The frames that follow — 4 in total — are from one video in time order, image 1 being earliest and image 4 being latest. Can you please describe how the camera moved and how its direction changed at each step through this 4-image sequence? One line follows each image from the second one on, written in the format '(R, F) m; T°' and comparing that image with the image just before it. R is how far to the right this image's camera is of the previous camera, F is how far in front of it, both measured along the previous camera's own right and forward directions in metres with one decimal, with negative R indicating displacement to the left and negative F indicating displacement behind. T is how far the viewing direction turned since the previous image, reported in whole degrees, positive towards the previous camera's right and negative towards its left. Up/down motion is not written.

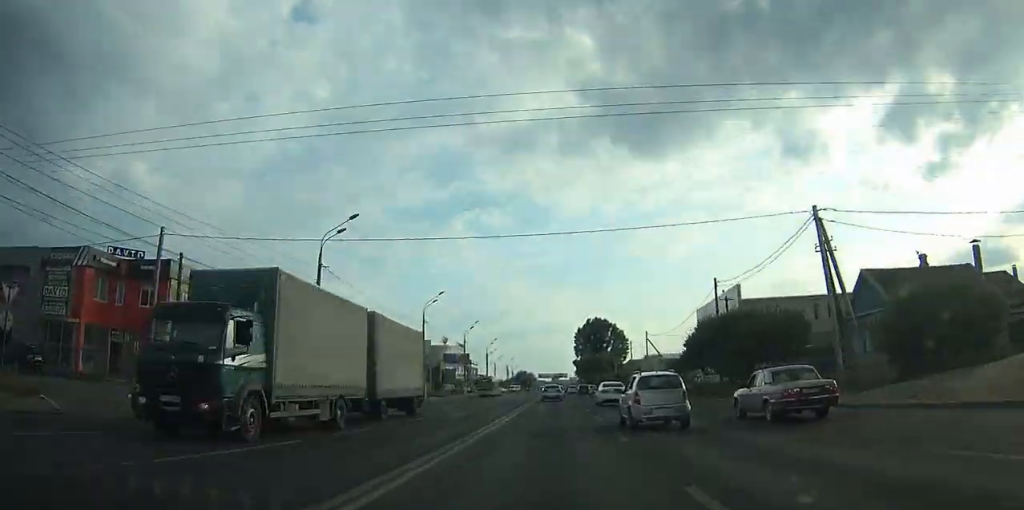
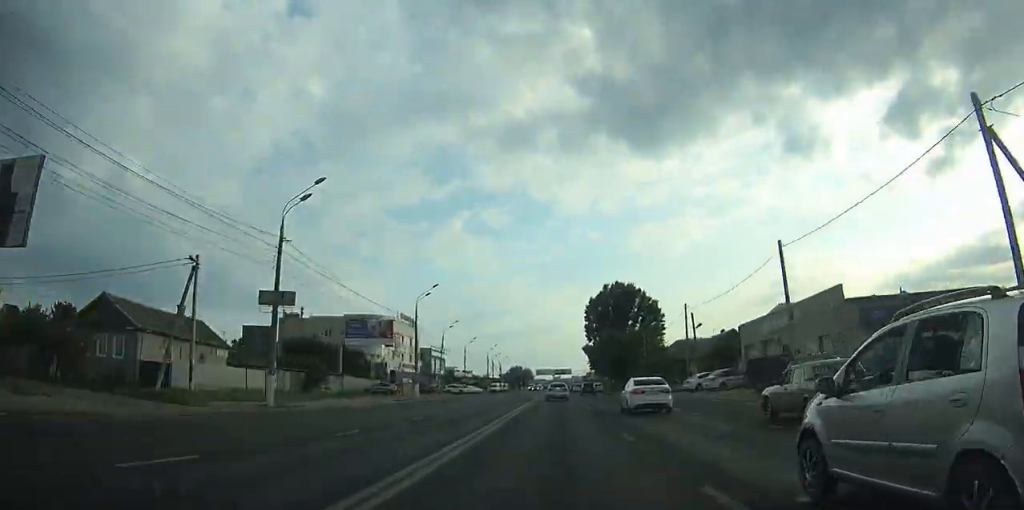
(-0.3, +62.1) m; 0°
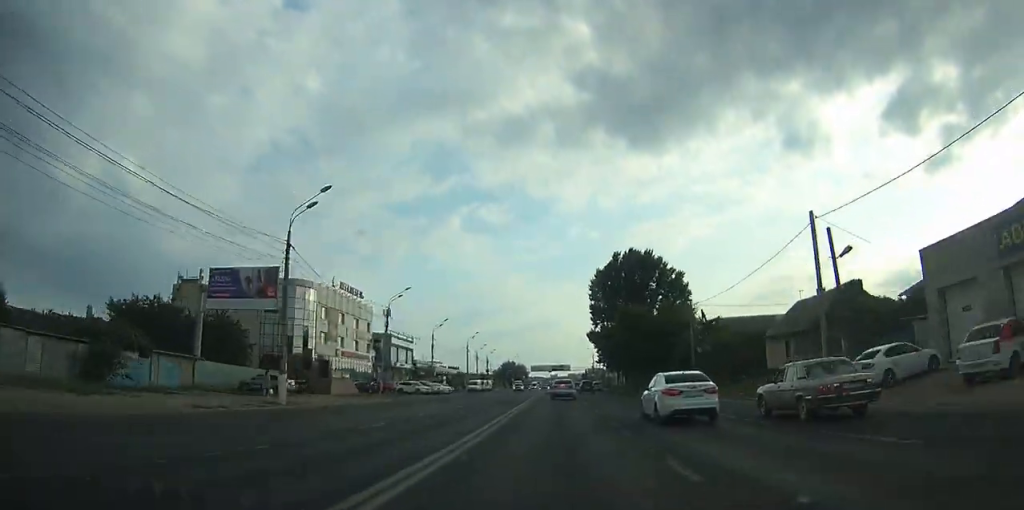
(0.0, +29.4) m; 0°
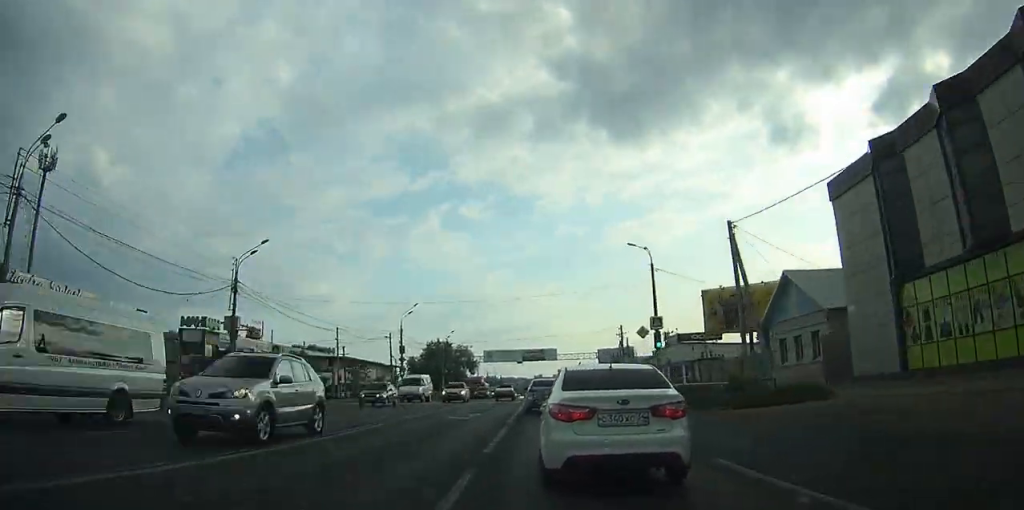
(+2.2, +129.1) m; +1°
